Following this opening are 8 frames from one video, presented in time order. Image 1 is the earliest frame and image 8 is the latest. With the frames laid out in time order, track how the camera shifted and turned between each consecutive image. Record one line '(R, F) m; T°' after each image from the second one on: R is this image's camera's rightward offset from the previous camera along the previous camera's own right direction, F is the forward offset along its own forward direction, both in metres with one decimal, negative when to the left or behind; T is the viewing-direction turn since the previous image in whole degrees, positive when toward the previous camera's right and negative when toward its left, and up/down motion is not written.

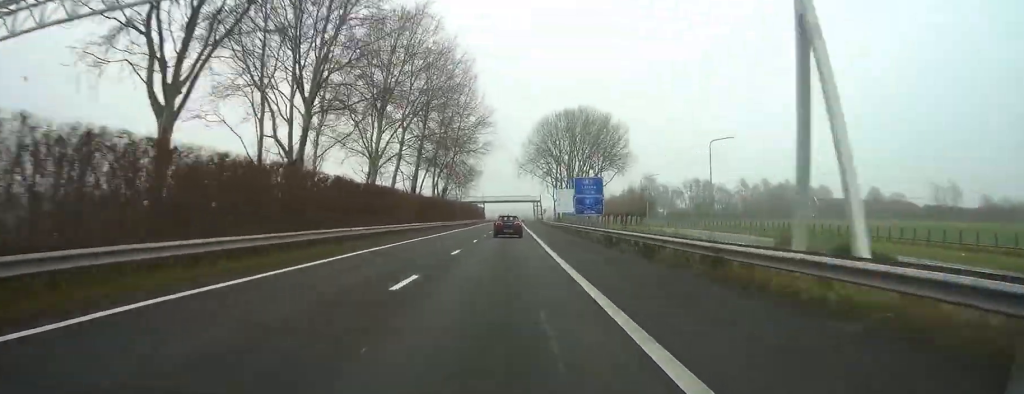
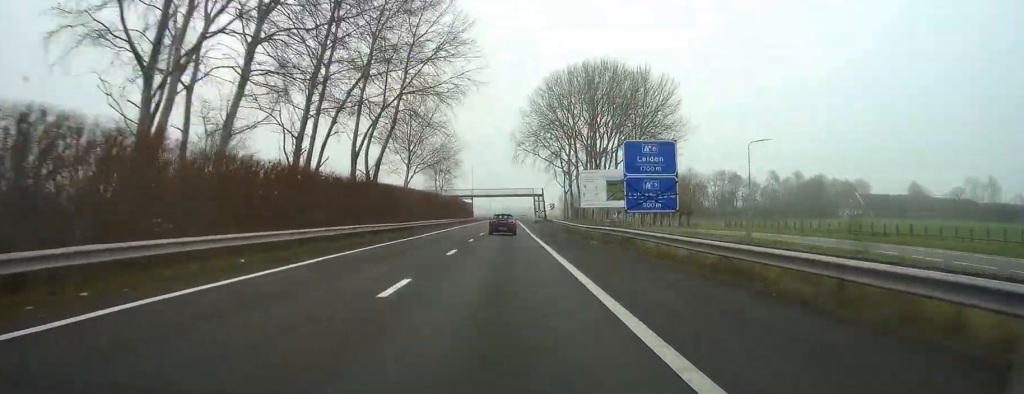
(-0.1, +37.8) m; +1°
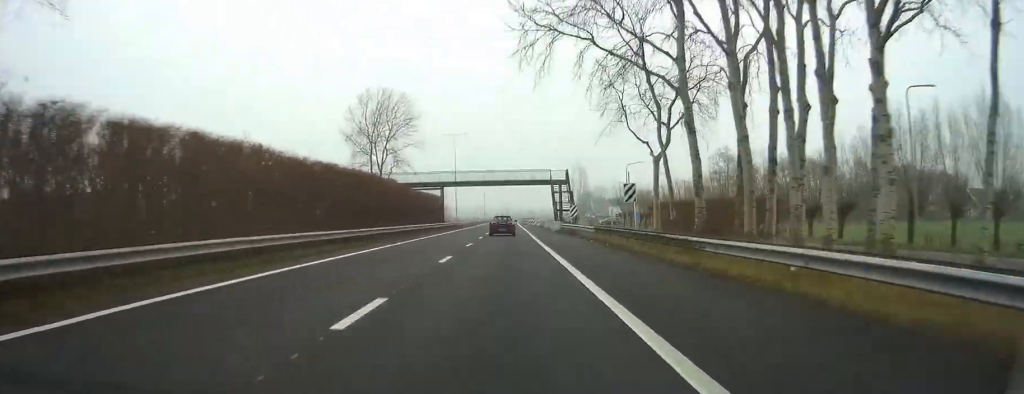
(+1.2, +63.6) m; +1°
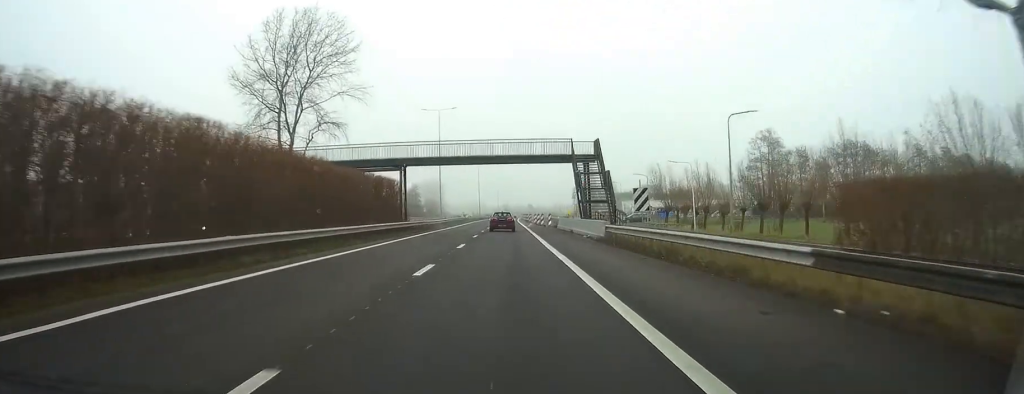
(-0.3, +29.8) m; 0°
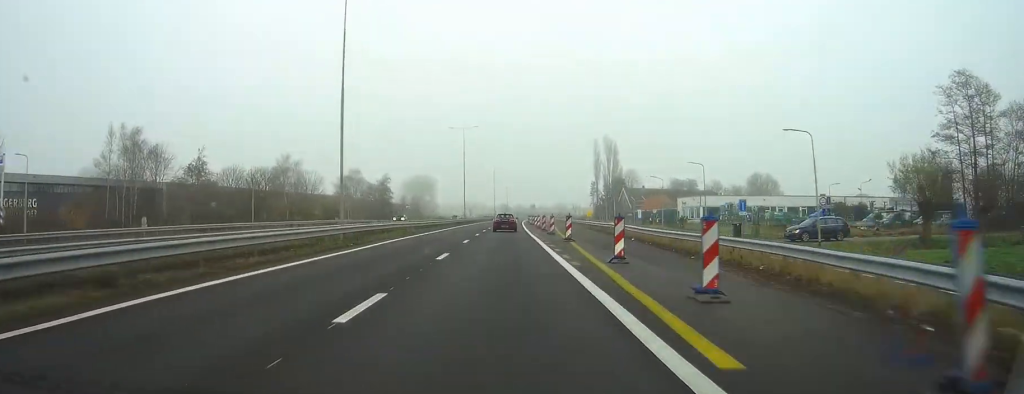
(0.0, +67.5) m; 0°
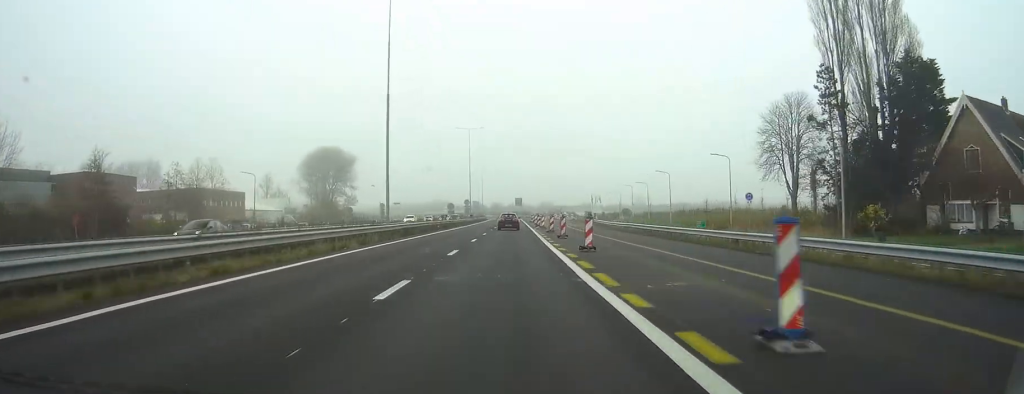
(+2.4, +179.5) m; +2°
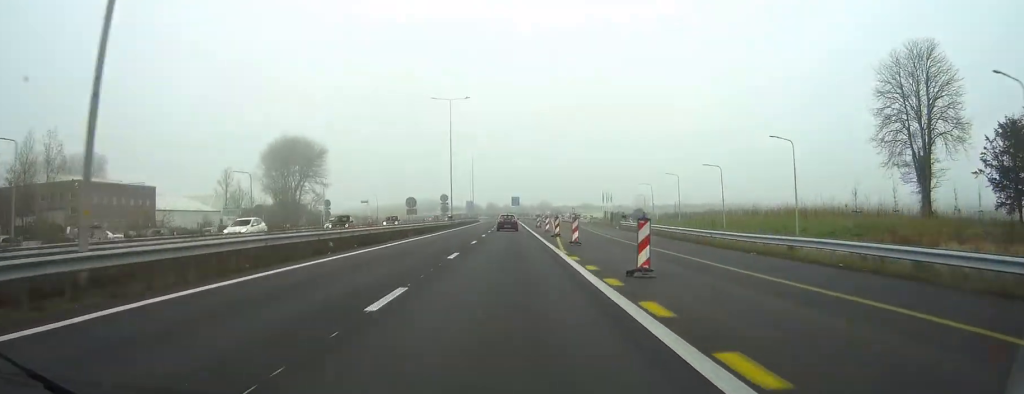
(+0.2, +37.2) m; +1°
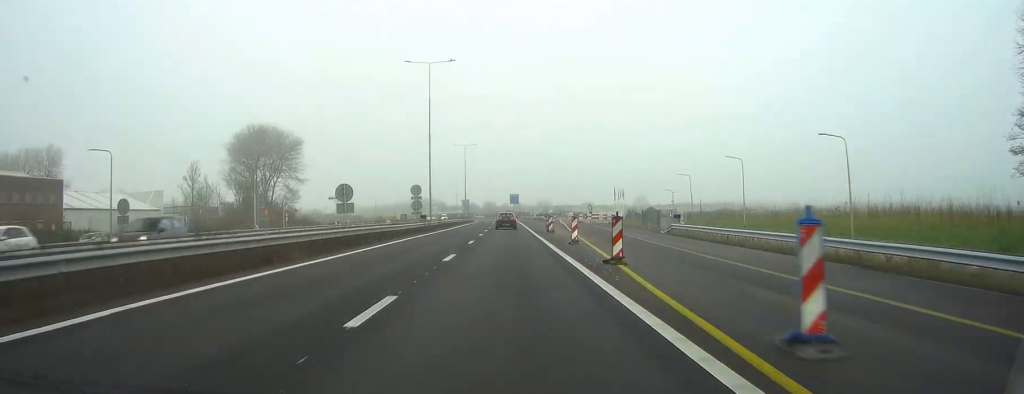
(0.0, +25.5) m; 0°
